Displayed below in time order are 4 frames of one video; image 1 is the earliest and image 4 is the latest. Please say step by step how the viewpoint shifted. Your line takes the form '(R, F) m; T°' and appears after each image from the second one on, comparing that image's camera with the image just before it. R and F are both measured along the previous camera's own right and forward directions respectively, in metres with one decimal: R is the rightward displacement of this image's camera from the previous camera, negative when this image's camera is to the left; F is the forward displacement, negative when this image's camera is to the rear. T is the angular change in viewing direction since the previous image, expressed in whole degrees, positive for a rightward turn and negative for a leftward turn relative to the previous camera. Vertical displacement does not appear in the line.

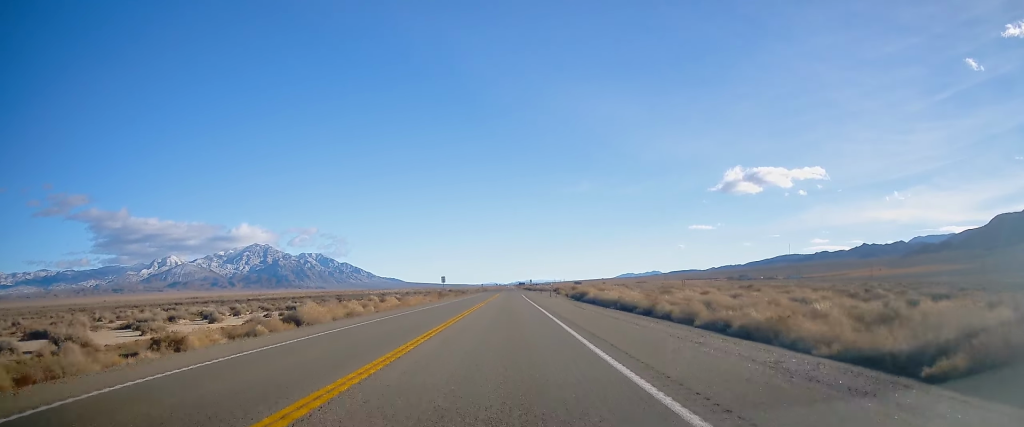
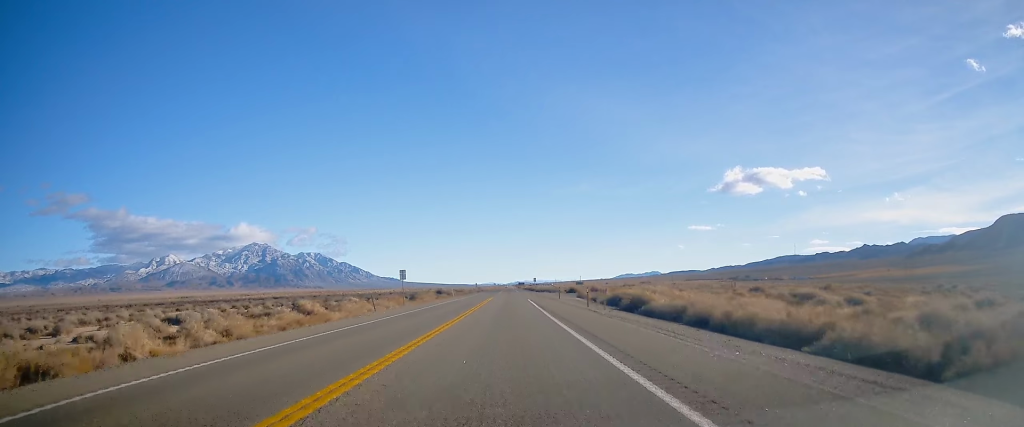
(0.0, +33.5) m; 0°
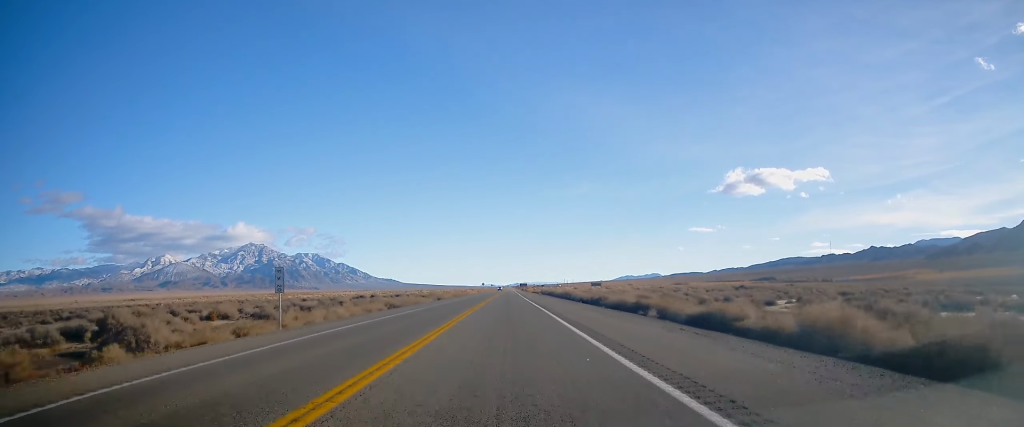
(+1.0, +169.2) m; 0°
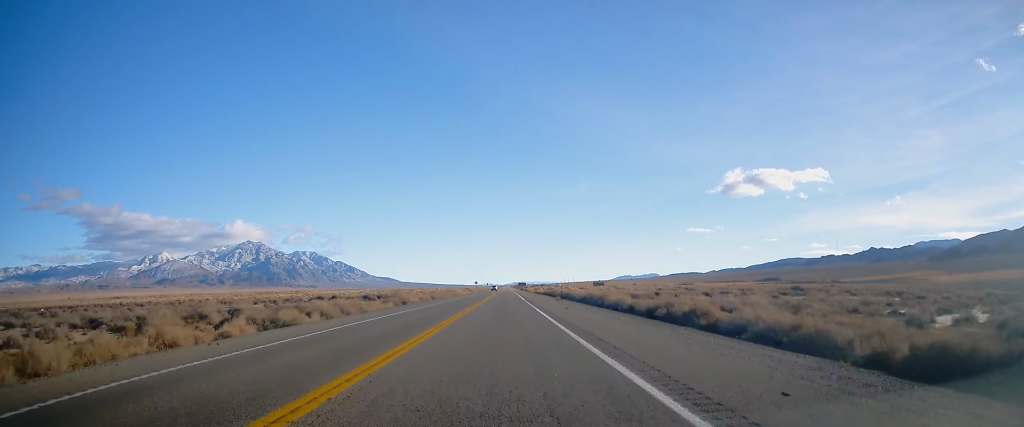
(+0.3, +34.0) m; +1°
